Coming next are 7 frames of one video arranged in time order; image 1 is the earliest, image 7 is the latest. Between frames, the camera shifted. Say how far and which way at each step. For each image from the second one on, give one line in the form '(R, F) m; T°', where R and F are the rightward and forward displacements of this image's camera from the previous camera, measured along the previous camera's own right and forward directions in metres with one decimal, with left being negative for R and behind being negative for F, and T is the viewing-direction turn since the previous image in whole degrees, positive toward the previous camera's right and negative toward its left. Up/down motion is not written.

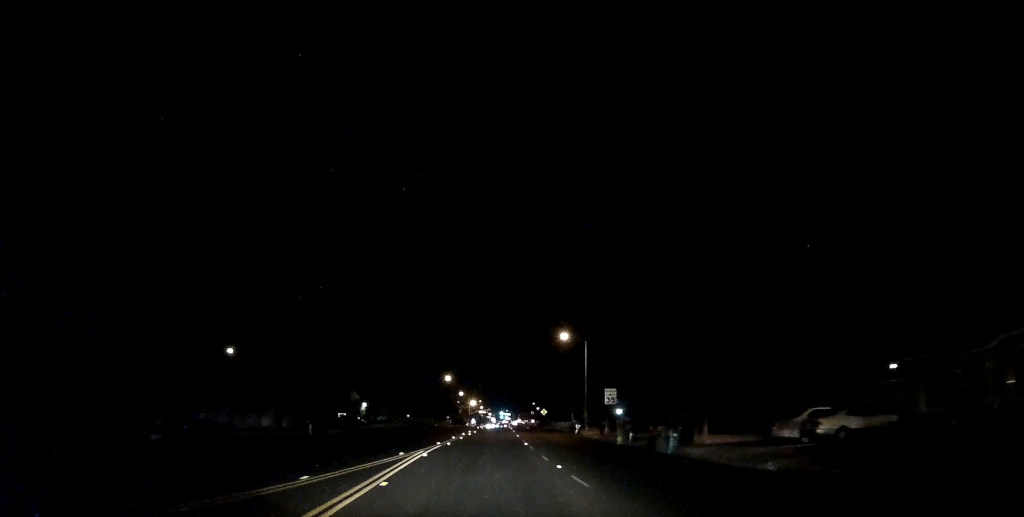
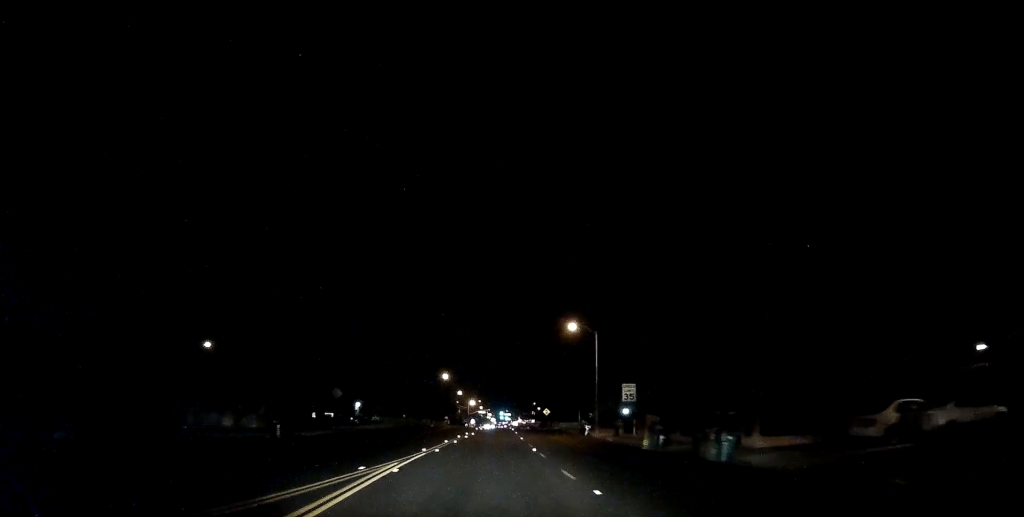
(0.0, +5.9) m; 0°
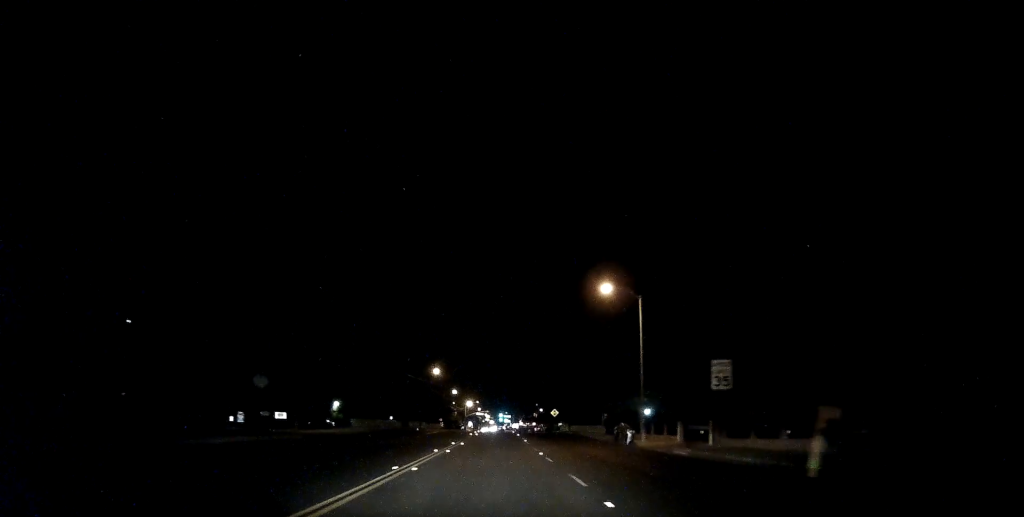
(-0.1, +15.8) m; 0°
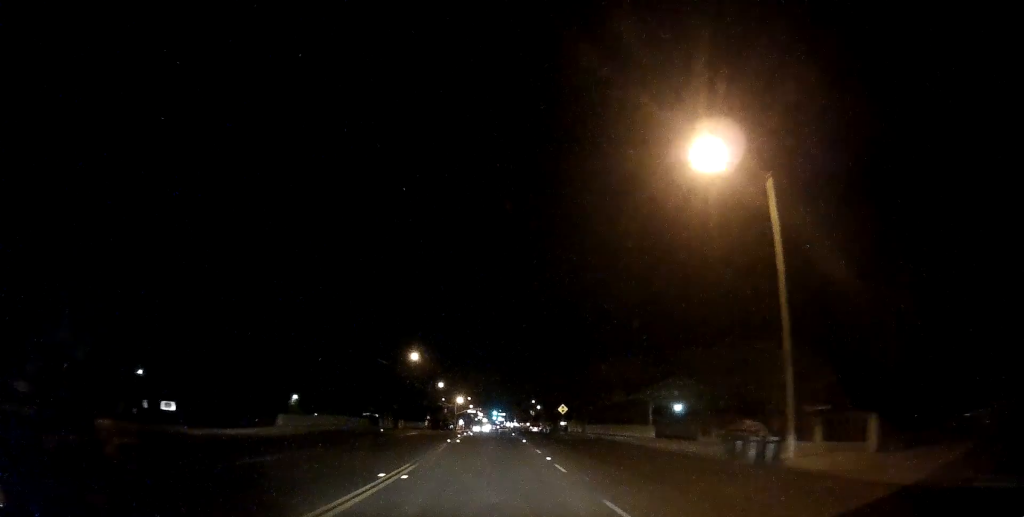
(0.0, +19.0) m; -1°
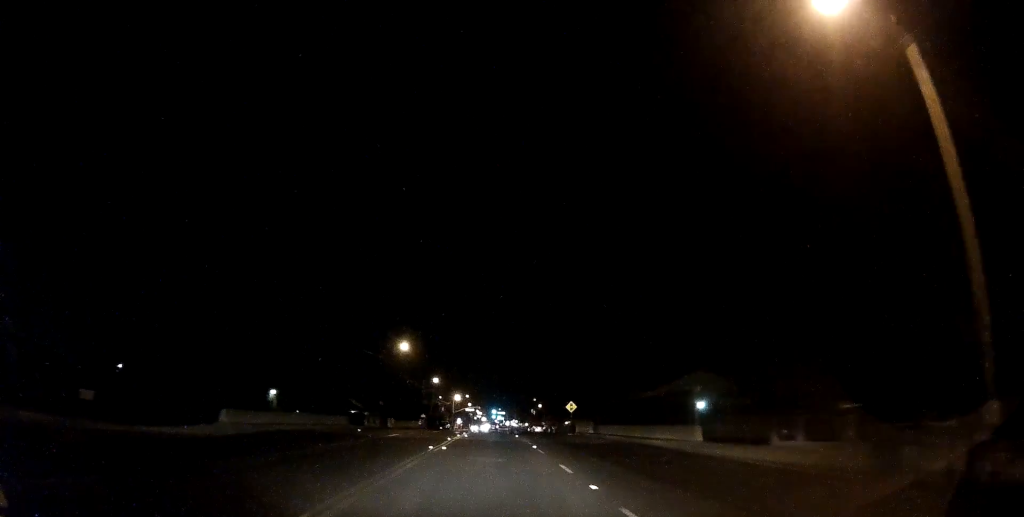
(-0.1, +8.7) m; +1°
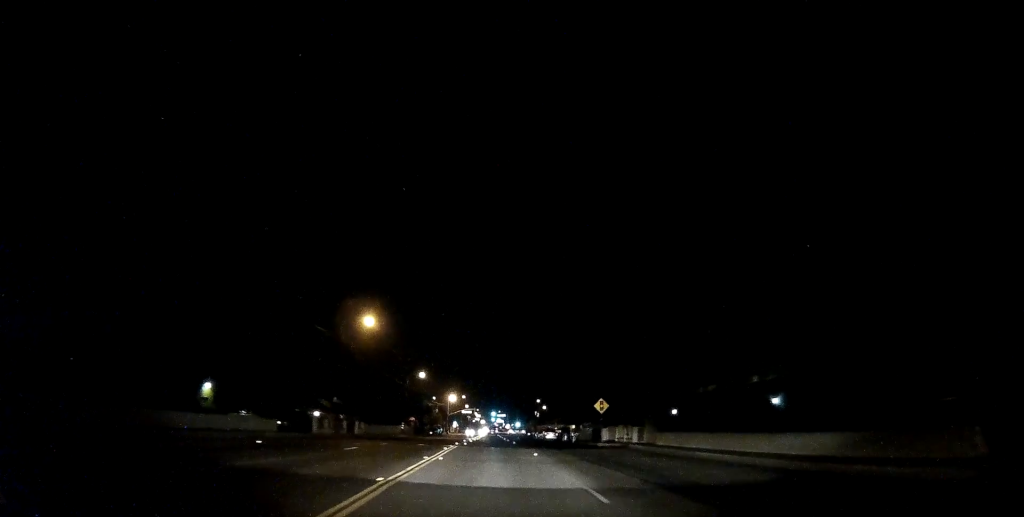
(+0.7, +19.0) m; +2°
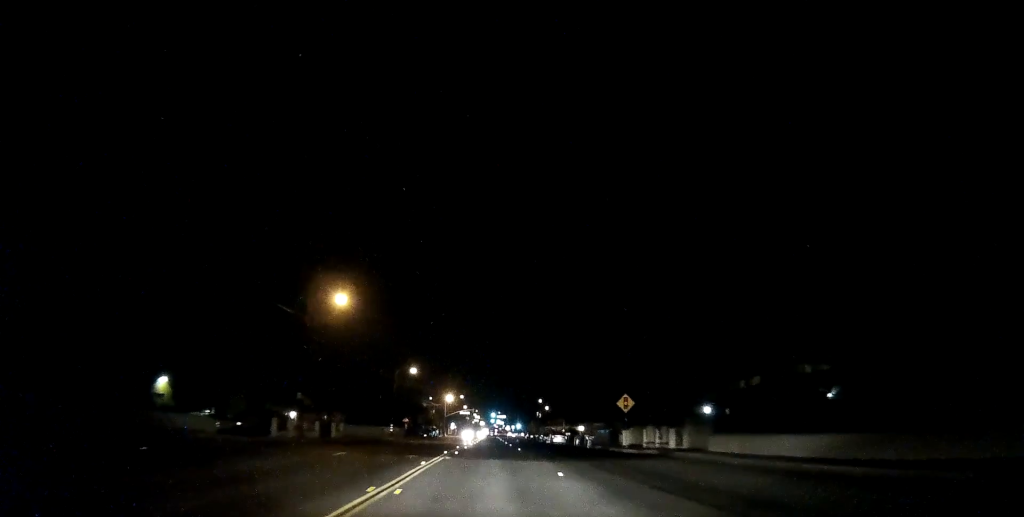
(-0.2, +9.0) m; -2°
